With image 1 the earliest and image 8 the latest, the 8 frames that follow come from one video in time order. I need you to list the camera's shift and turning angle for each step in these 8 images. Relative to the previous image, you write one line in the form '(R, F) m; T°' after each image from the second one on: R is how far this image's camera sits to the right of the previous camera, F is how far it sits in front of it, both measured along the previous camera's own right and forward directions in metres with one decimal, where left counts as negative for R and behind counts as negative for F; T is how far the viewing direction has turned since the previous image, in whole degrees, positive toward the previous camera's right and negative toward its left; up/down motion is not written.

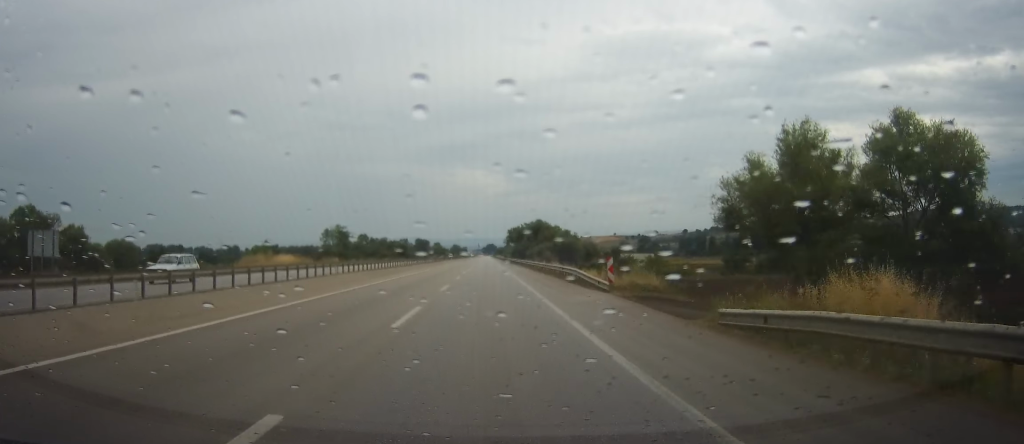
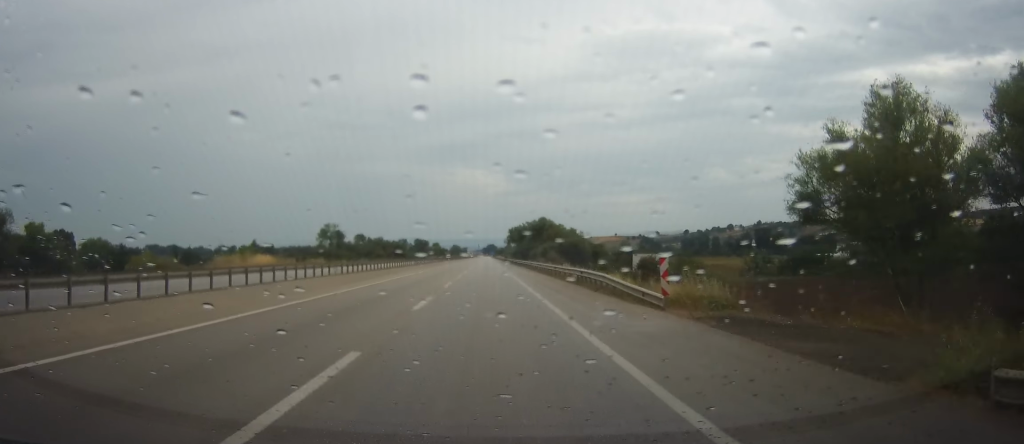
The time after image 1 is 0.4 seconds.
(0.0, +8.6) m; 0°
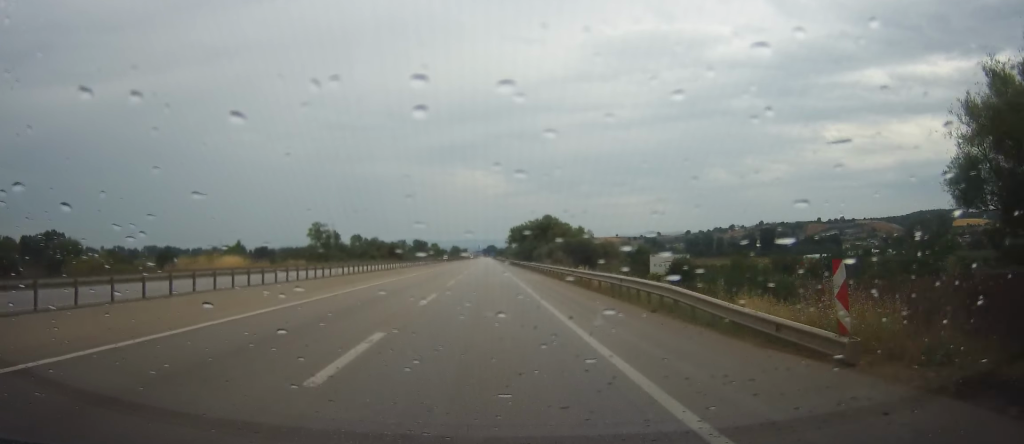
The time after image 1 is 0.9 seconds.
(0.0, +9.4) m; +1°
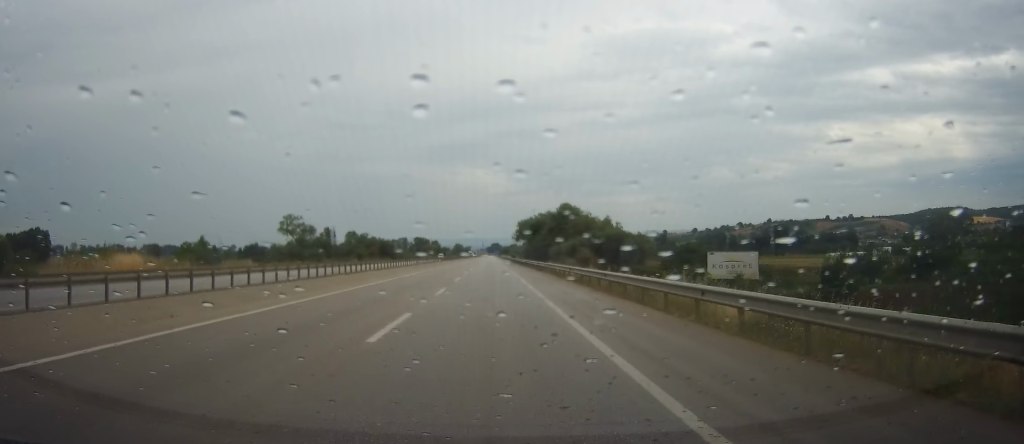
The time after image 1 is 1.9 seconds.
(+0.2, +20.5) m; +1°
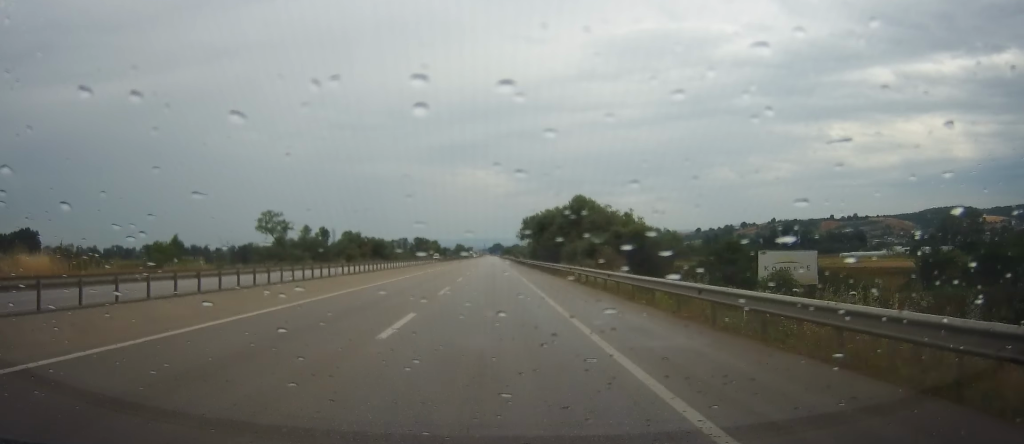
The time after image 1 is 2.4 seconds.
(+0.3, +11.4) m; 0°
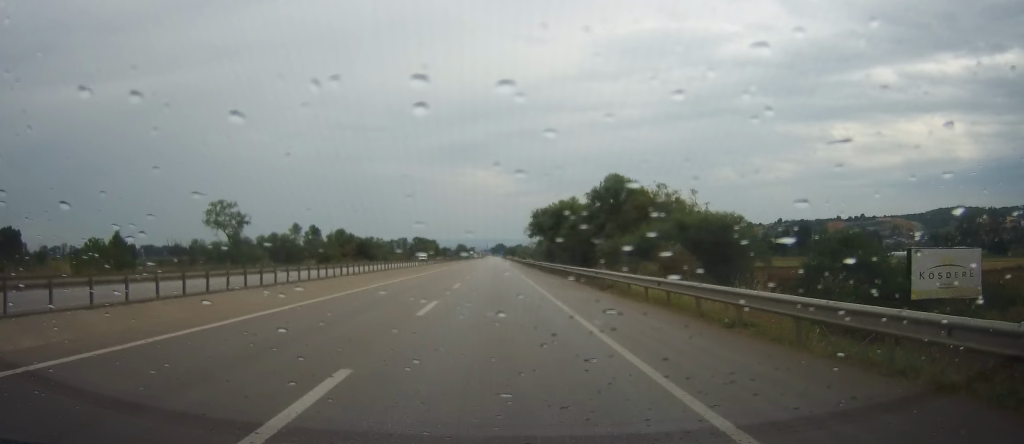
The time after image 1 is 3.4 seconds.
(-0.5, +19.7) m; -1°
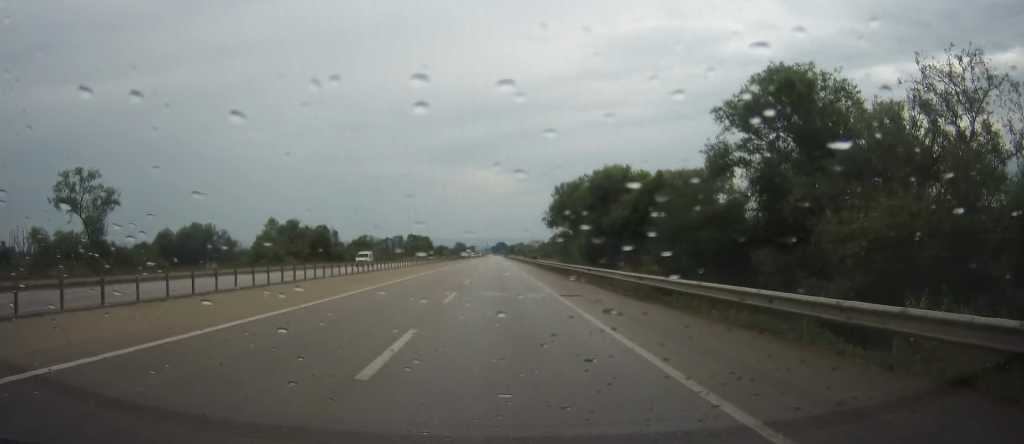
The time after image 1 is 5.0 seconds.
(+0.1, +32.0) m; 0°
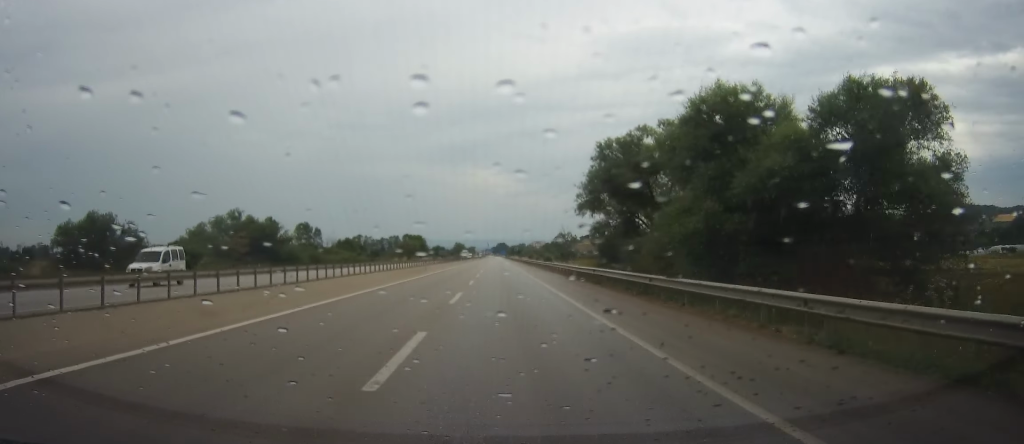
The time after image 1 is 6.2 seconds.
(0.0, +25.0) m; 0°
